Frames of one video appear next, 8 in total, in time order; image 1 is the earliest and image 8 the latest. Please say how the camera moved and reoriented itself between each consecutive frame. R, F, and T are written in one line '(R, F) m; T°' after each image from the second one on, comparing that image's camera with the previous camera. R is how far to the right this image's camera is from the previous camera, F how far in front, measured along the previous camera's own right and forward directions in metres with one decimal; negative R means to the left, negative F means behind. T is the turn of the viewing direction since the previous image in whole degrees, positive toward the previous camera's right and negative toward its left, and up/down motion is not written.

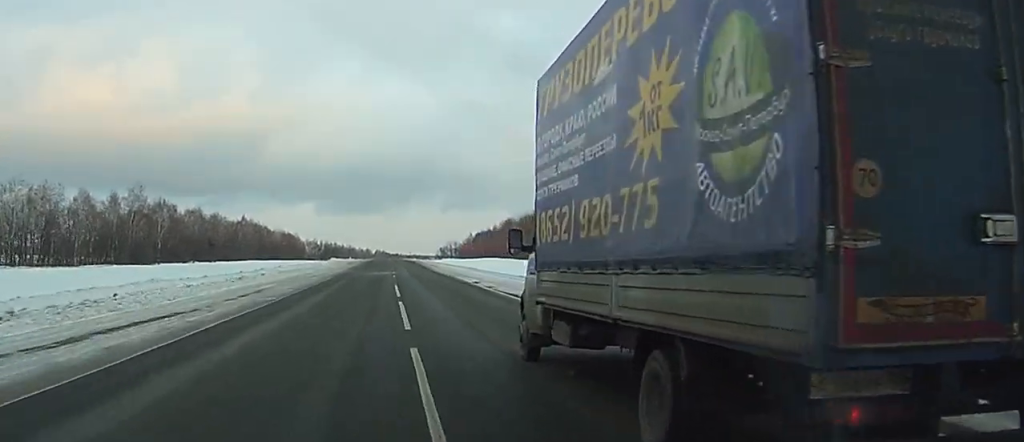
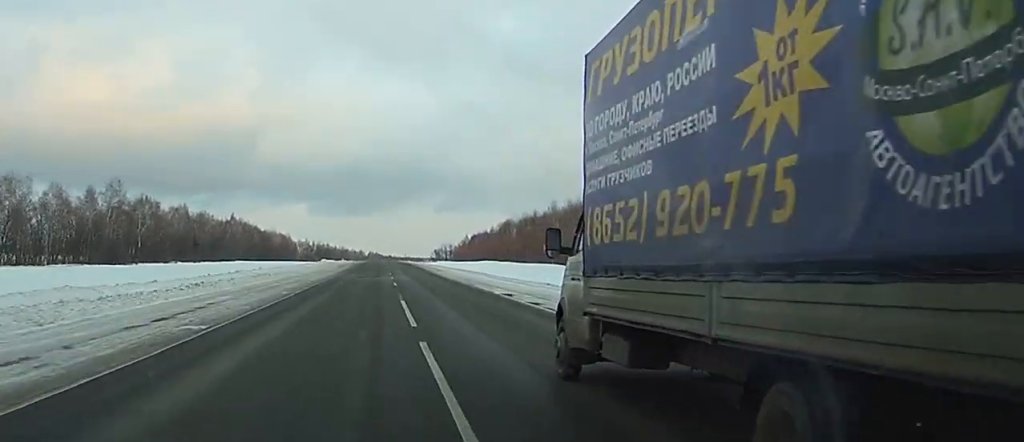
(-0.4, +10.6) m; -1°
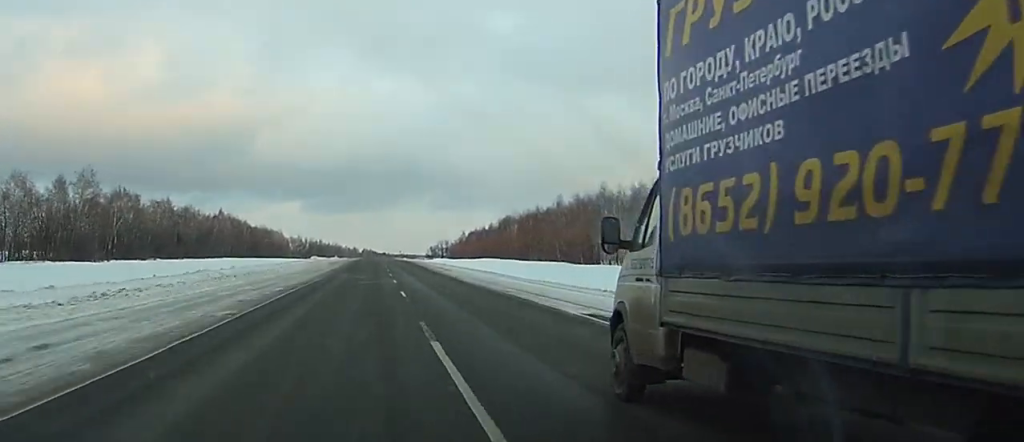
(-0.1, +12.3) m; 0°
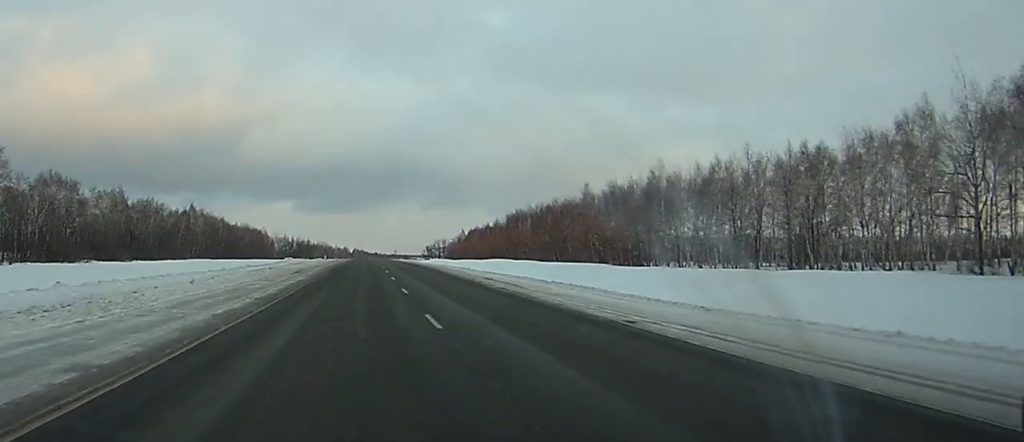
(+0.5, +33.7) m; +1°
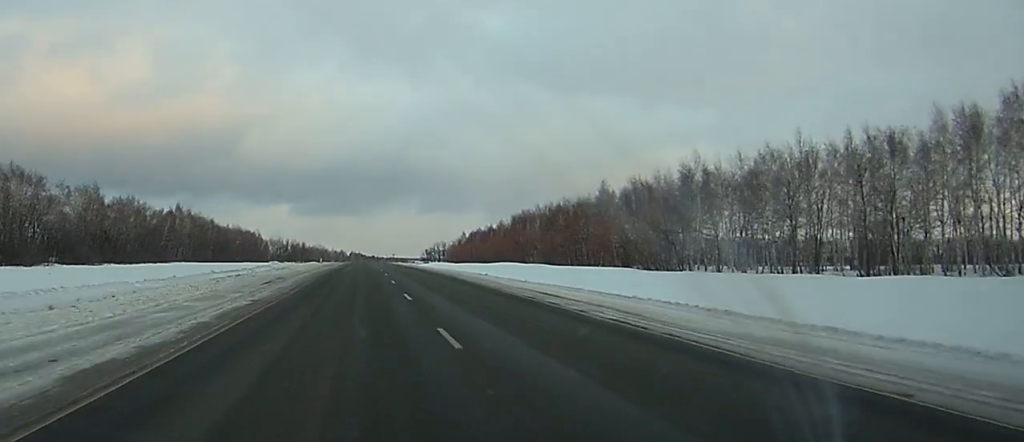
(0.0, +14.6) m; 0°
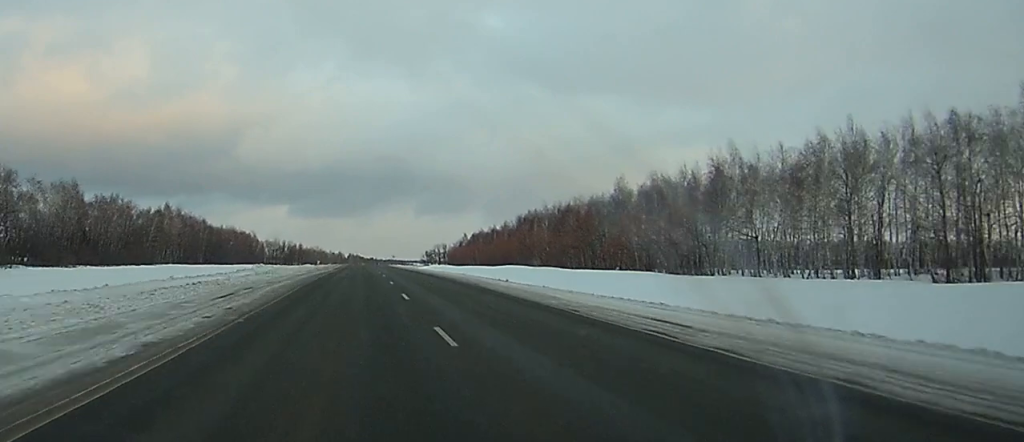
(0.0, +11.4) m; 0°
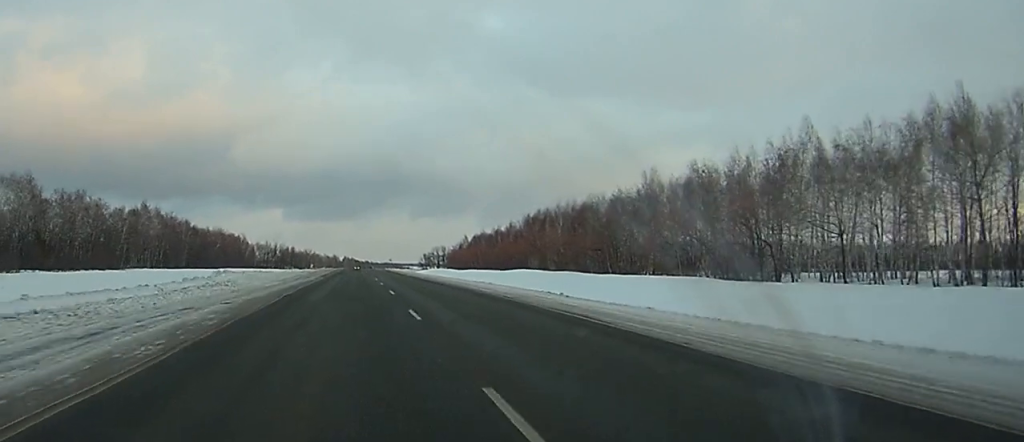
(+0.1, +18.6) m; +1°
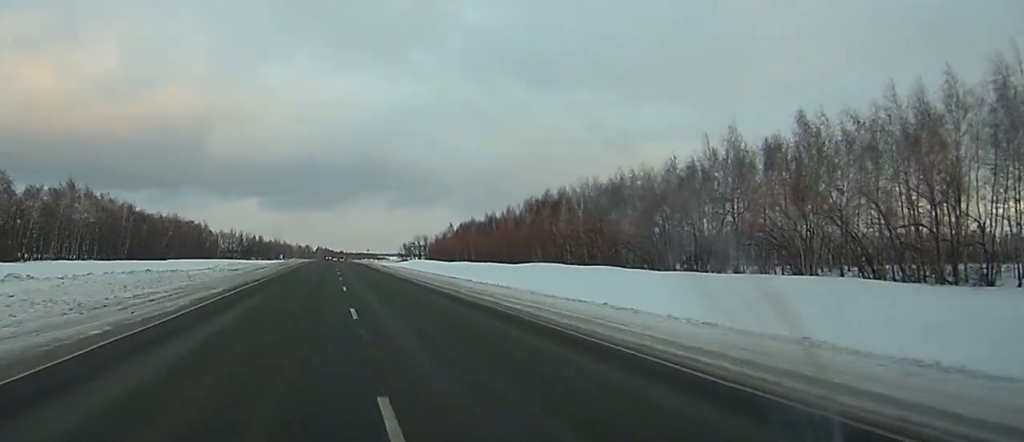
(+0.4, +36.2) m; +1°
